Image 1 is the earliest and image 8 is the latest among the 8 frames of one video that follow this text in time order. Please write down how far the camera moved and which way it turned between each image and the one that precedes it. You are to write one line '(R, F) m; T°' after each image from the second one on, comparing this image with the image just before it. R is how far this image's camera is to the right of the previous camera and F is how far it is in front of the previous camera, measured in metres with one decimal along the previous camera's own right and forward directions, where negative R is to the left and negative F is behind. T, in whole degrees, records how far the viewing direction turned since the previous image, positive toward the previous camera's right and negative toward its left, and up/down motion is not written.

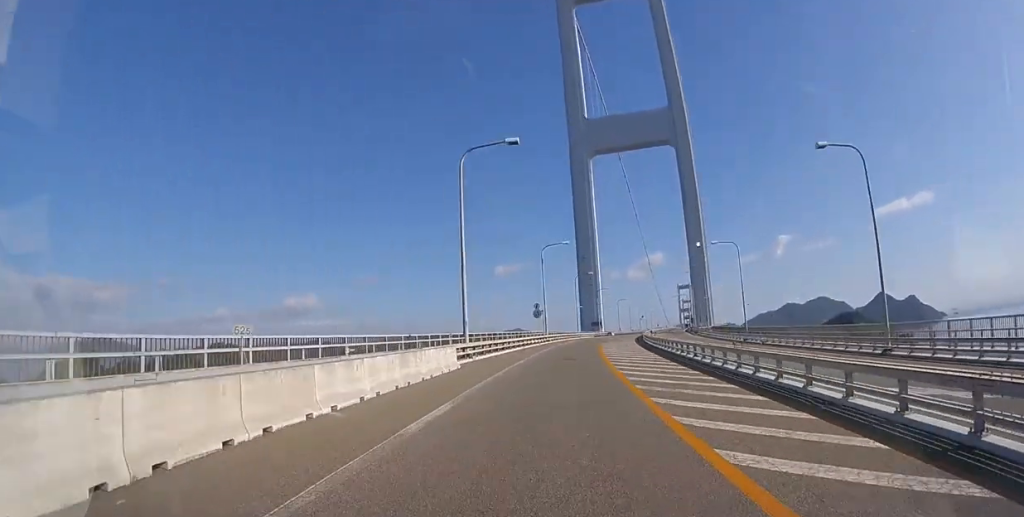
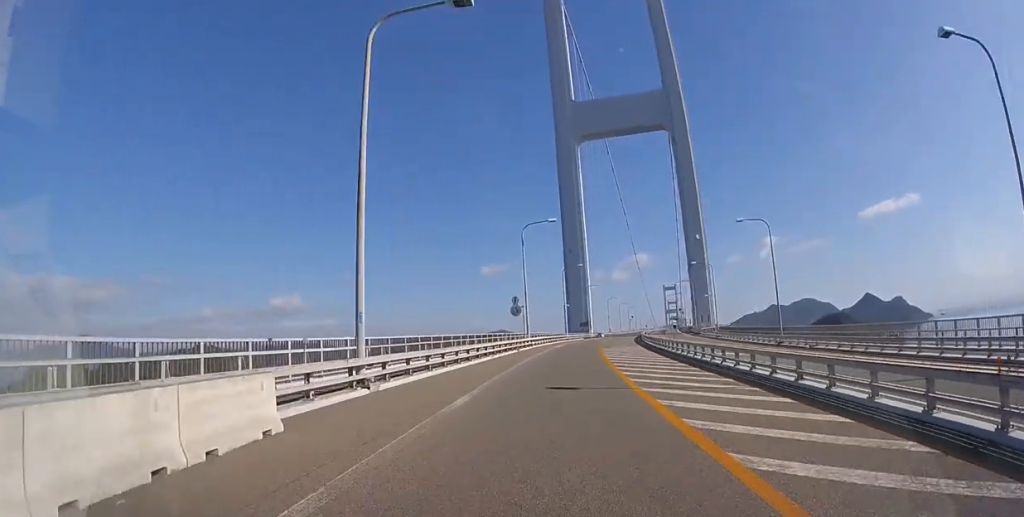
(0.0, +10.7) m; +1°
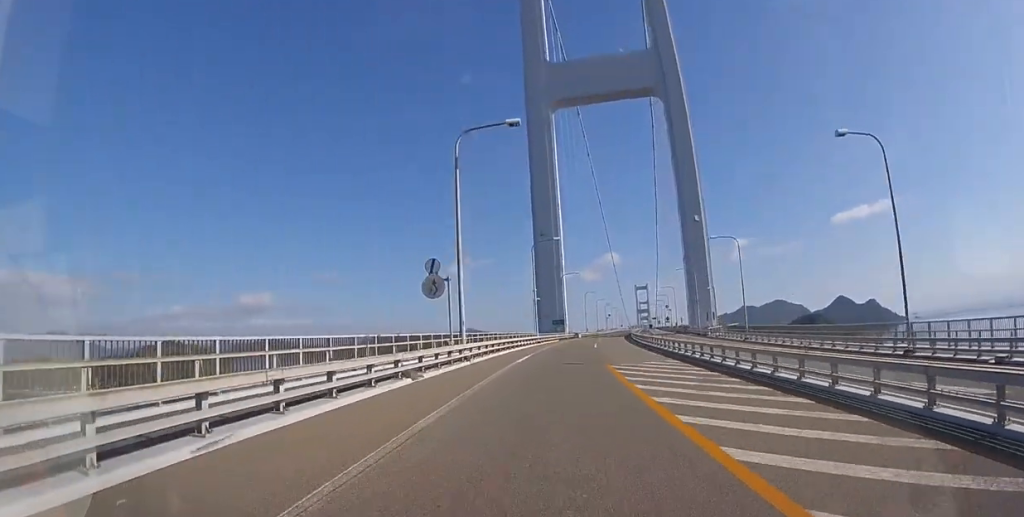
(+0.5, +19.4) m; +3°
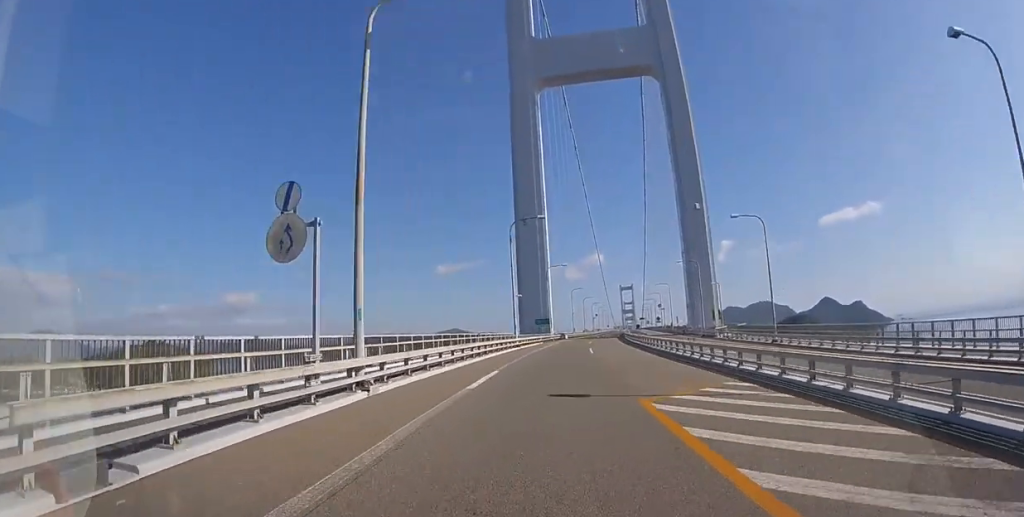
(+0.3, +9.4) m; +2°
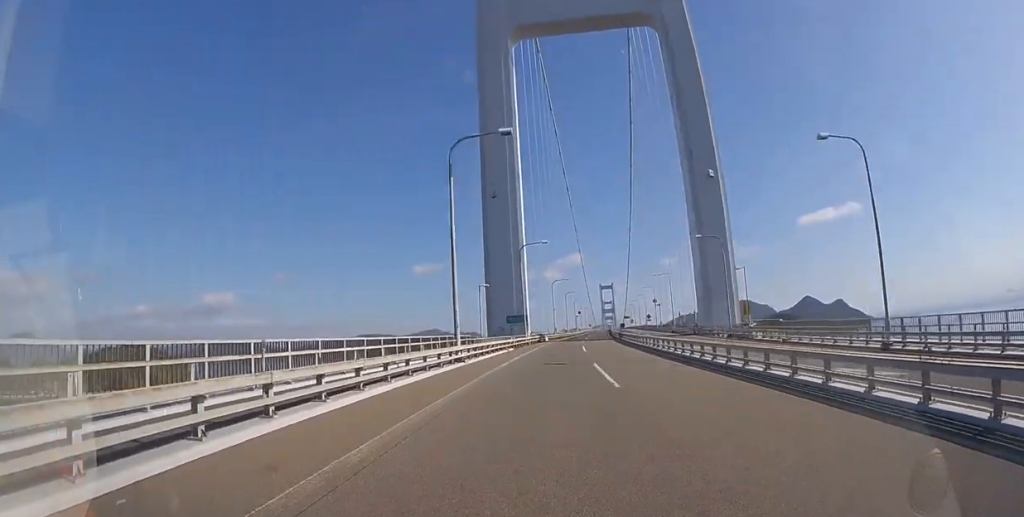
(+0.5, +17.5) m; +3°
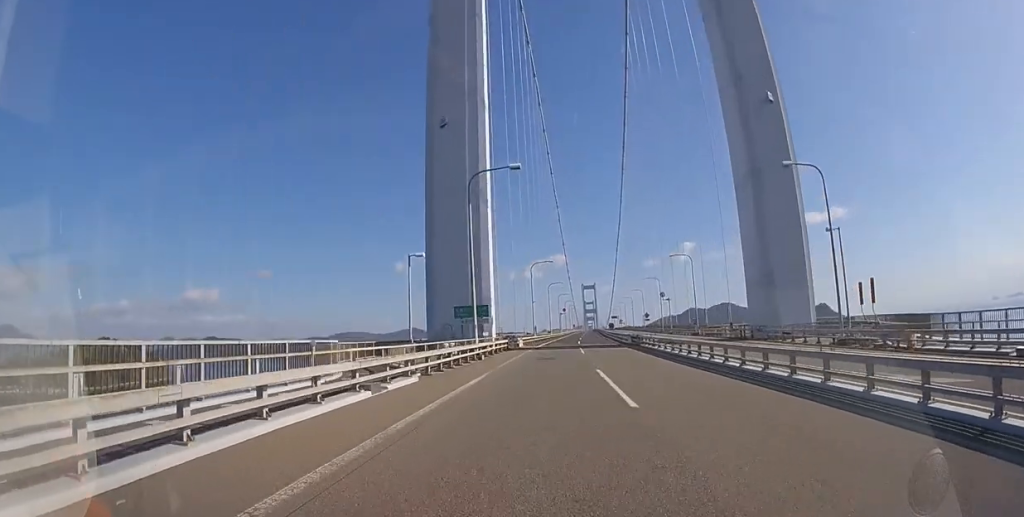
(+0.7, +23.7) m; +3°
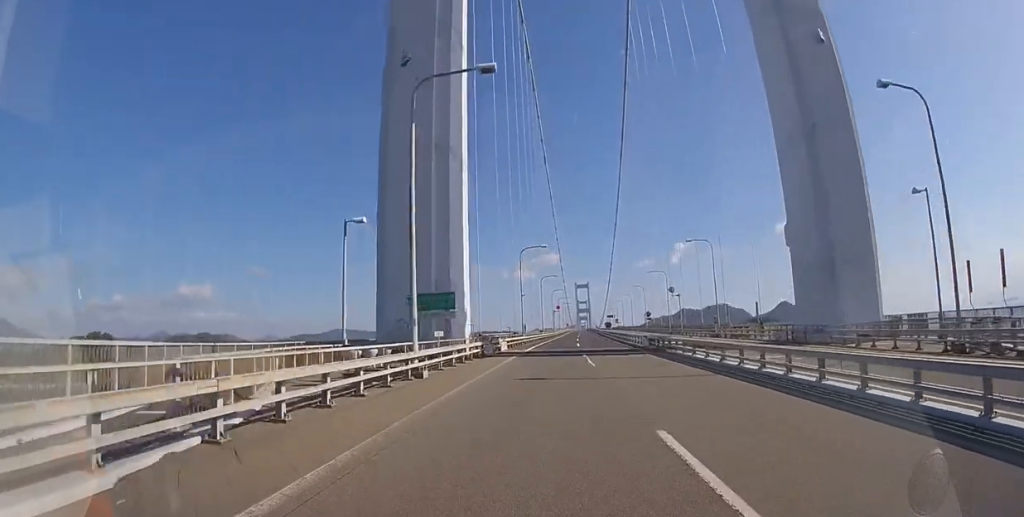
(0.0, +10.2) m; +1°
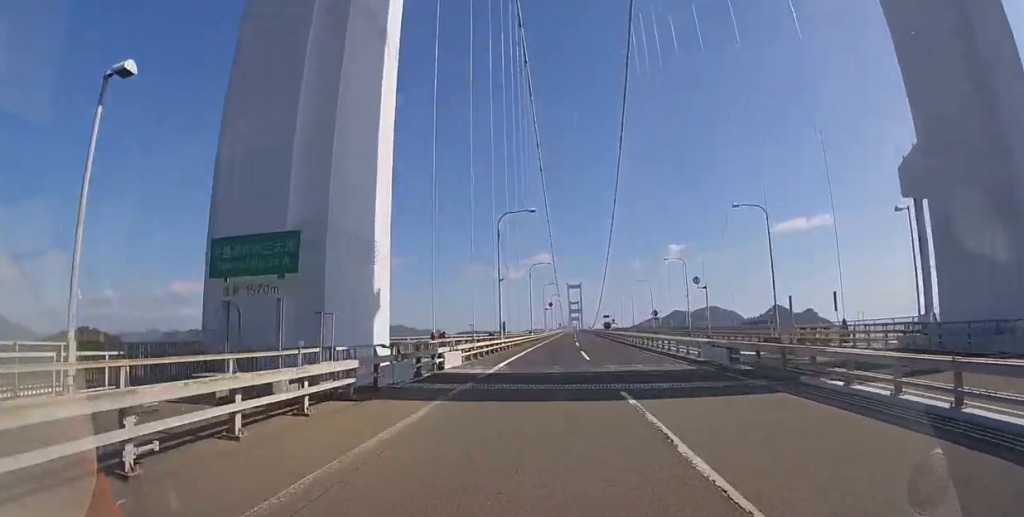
(+0.2, +15.7) m; +1°
